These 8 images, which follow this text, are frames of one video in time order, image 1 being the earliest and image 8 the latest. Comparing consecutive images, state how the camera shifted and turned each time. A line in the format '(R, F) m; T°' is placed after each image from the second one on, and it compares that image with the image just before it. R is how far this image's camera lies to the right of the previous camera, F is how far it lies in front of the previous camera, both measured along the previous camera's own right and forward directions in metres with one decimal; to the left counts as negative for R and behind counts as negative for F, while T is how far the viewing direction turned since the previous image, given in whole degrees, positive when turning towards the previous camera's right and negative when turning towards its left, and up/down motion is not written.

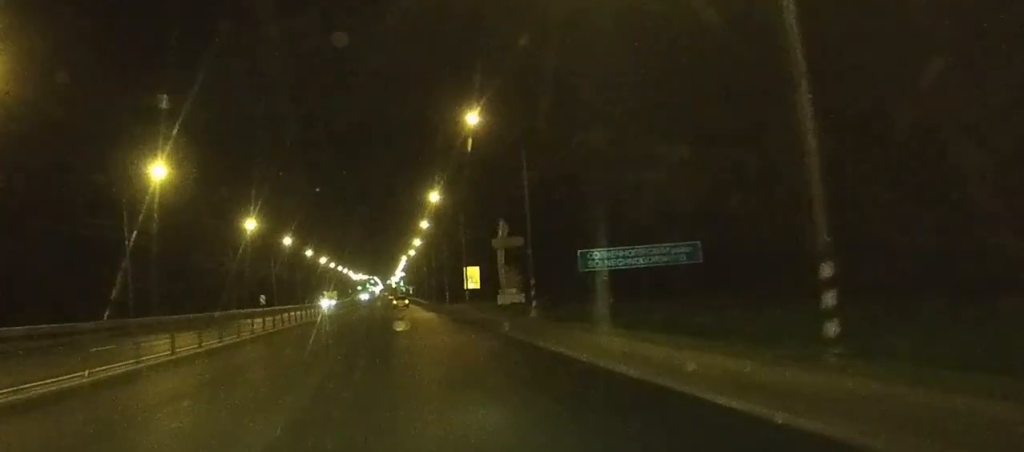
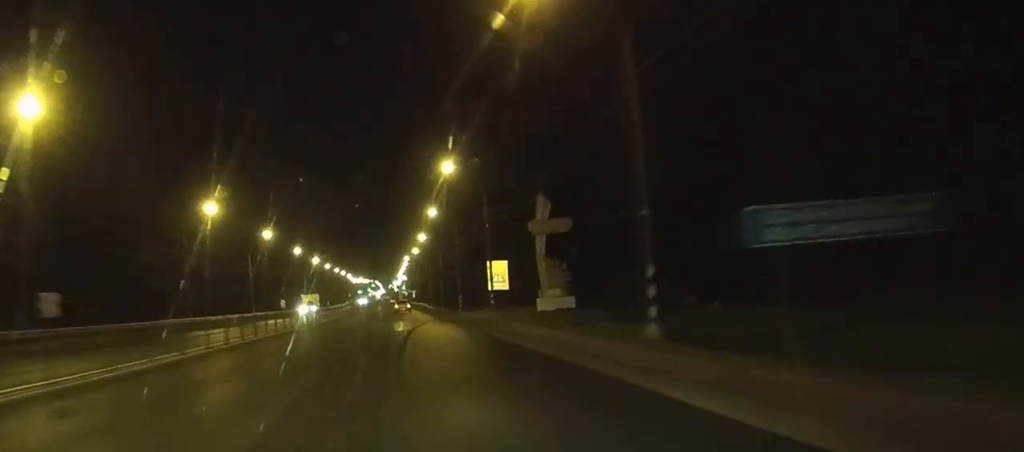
(-0.1, +21.2) m; 0°
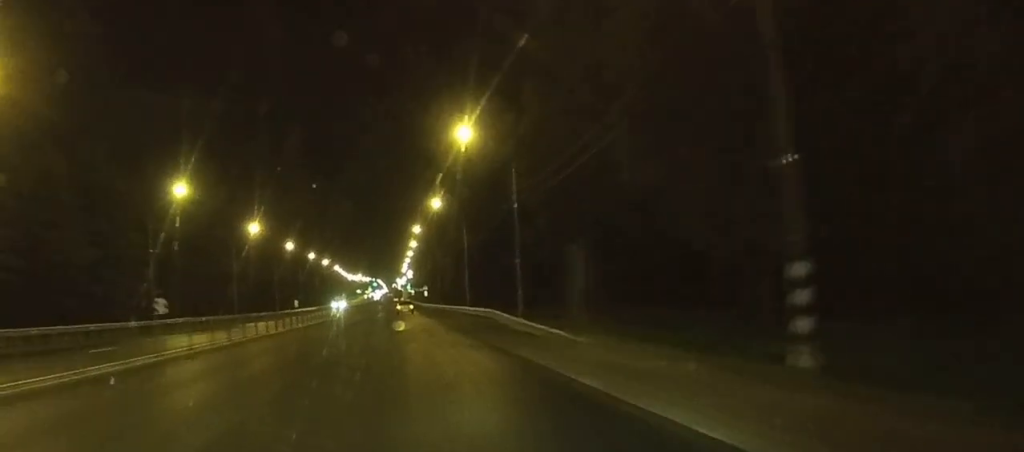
(0.0, +80.9) m; 0°
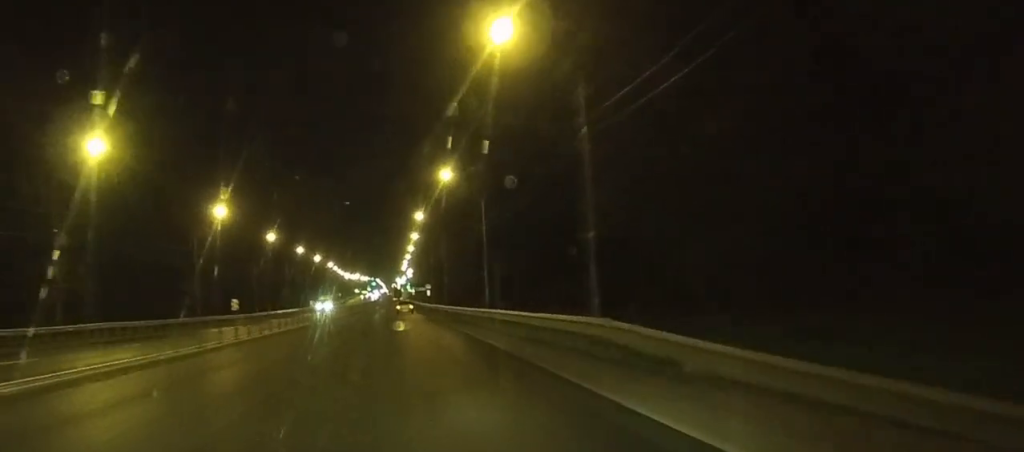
(0.0, +18.9) m; 0°
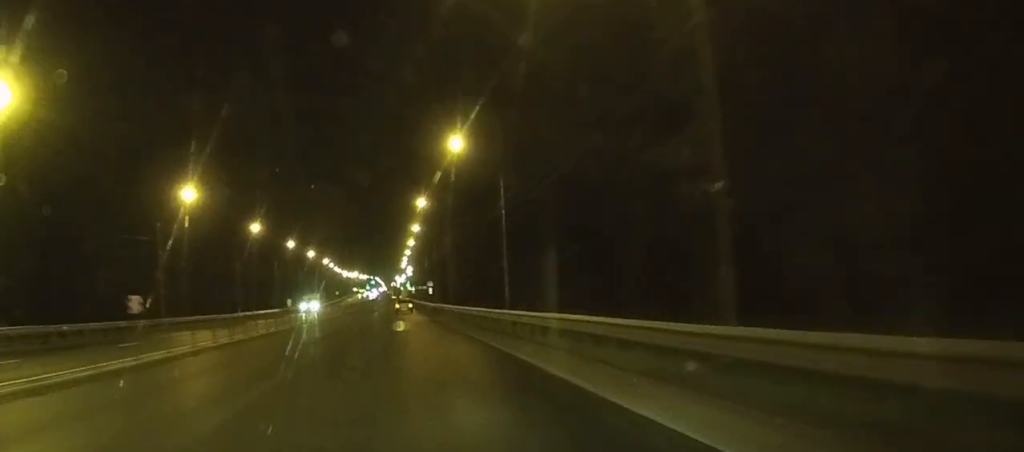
(0.0, +12.4) m; 0°
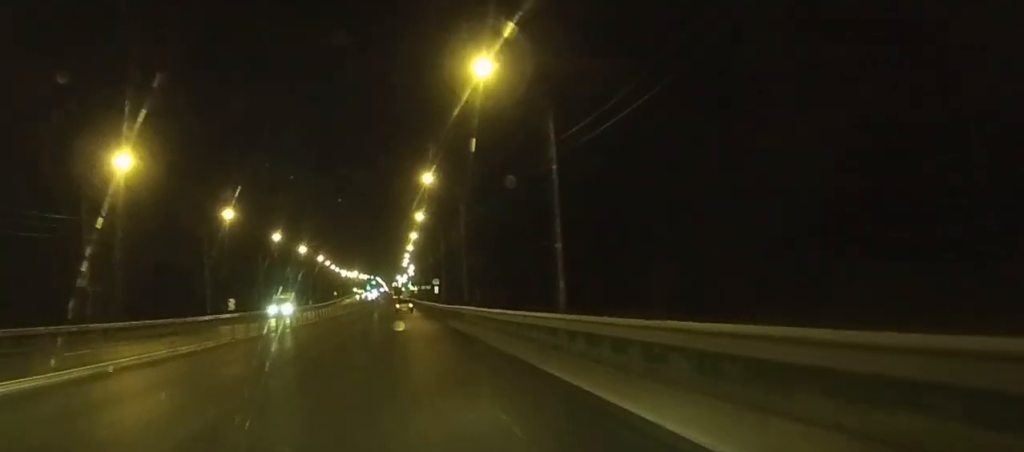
(0.0, +17.4) m; 0°
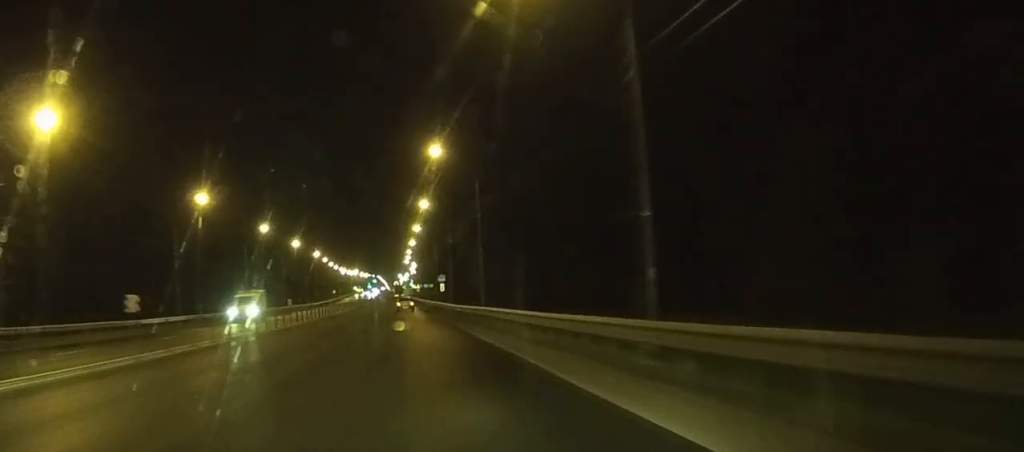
(0.0, +12.4) m; 0°
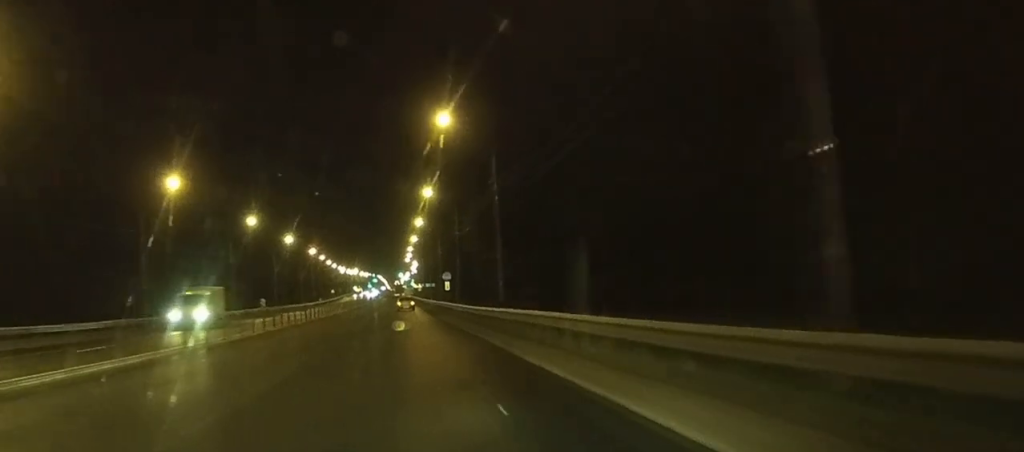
(0.0, +10.0) m; 0°
